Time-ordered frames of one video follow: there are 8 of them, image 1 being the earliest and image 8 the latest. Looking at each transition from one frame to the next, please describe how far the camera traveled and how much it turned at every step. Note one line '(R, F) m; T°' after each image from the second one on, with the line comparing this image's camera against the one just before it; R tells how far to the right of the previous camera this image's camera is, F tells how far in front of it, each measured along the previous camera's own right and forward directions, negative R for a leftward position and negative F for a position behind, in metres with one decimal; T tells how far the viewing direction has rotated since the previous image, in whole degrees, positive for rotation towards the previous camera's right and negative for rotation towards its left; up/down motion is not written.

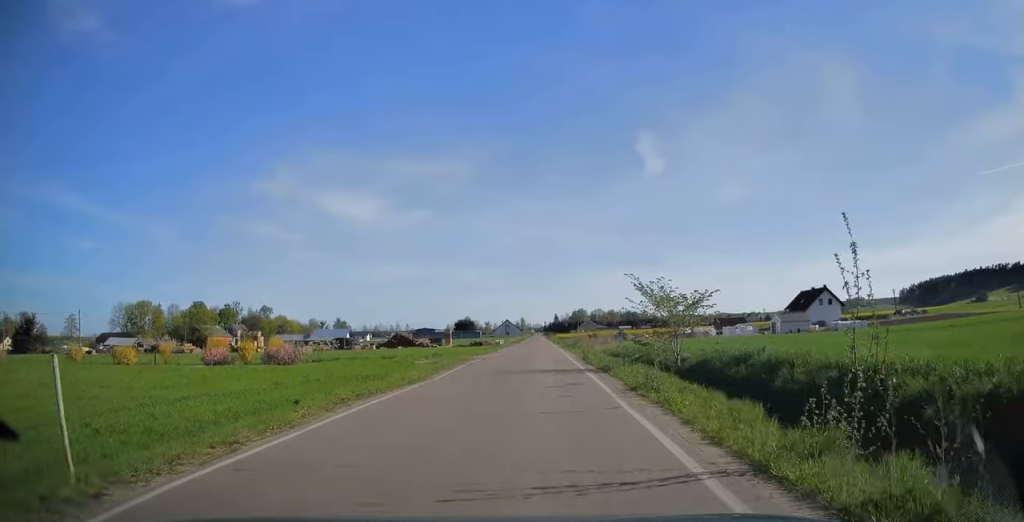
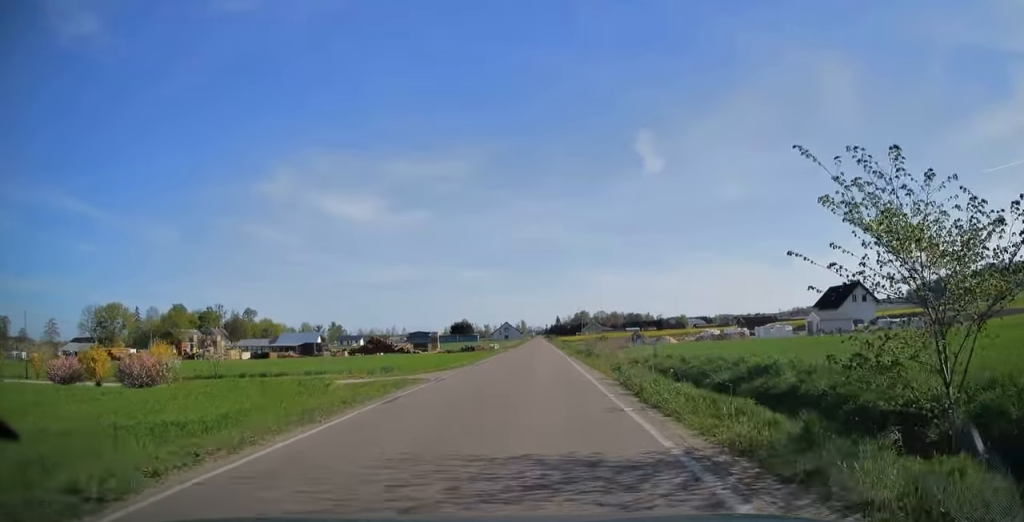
(0.0, +15.7) m; 0°
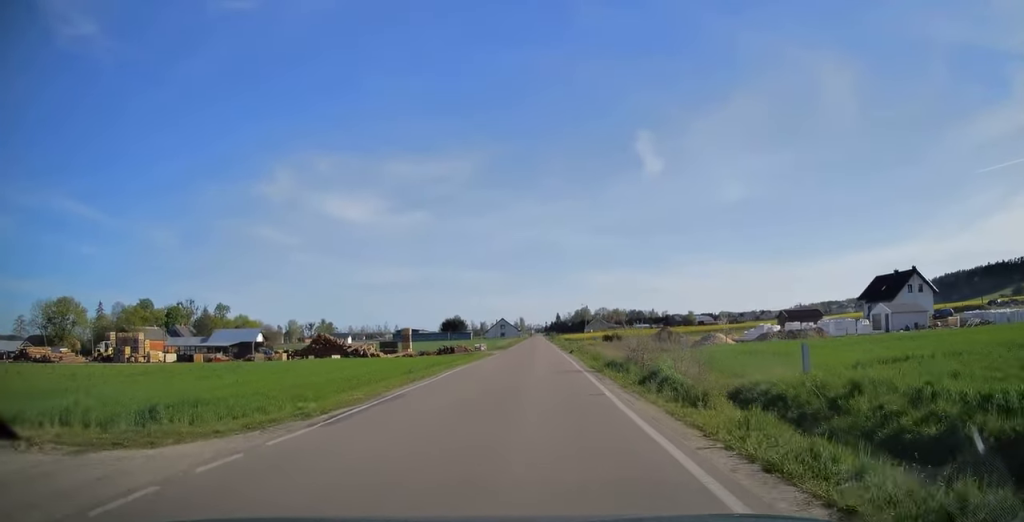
(+0.1, +21.4) m; 0°
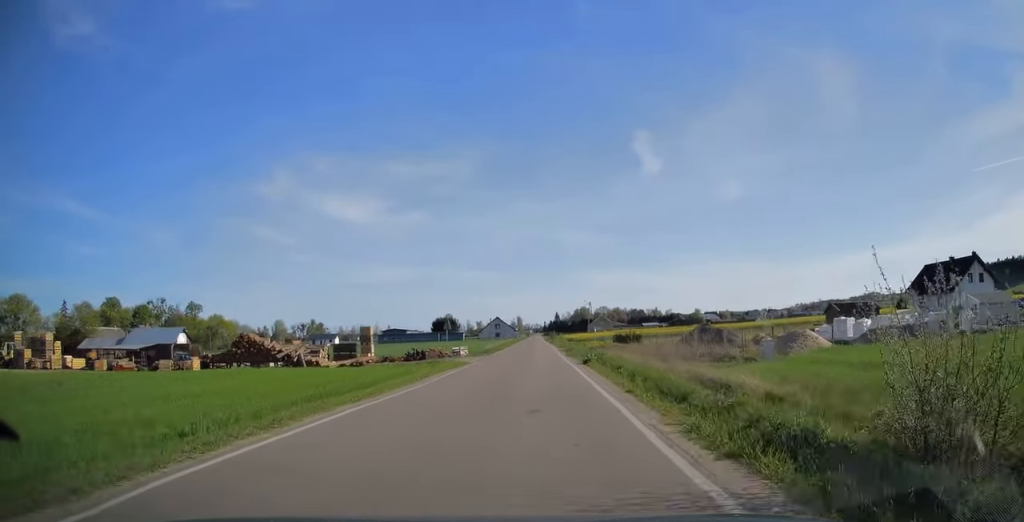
(0.0, +18.2) m; 0°
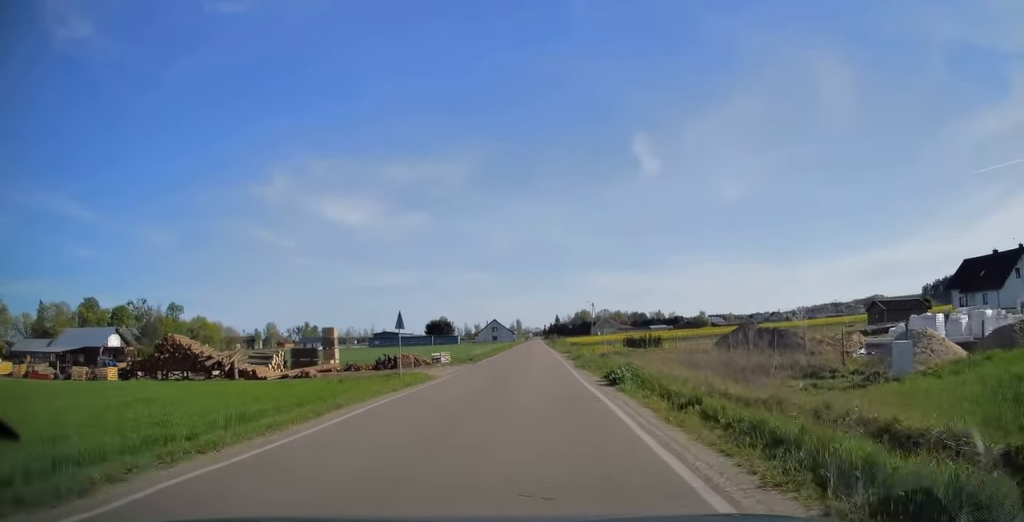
(0.0, +11.4) m; 0°
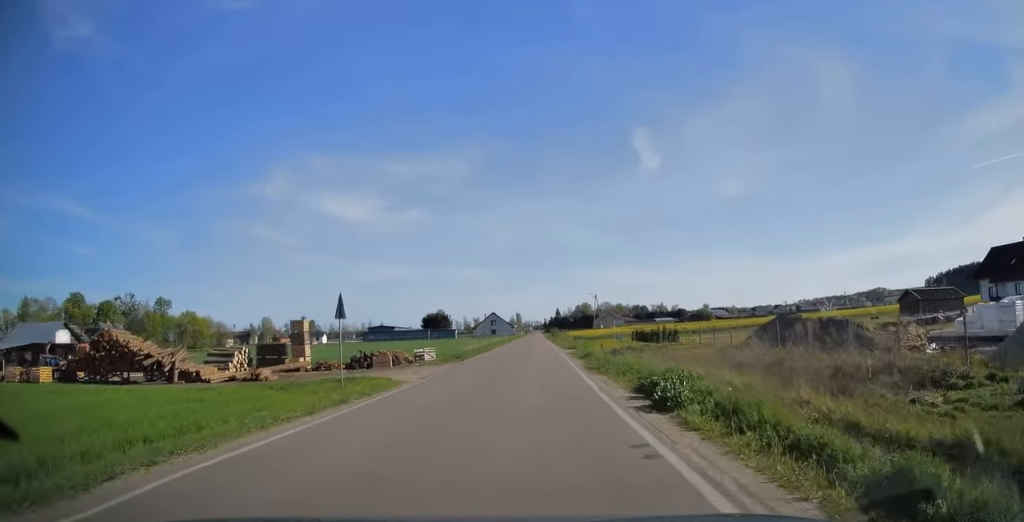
(0.0, +7.1) m; 0°
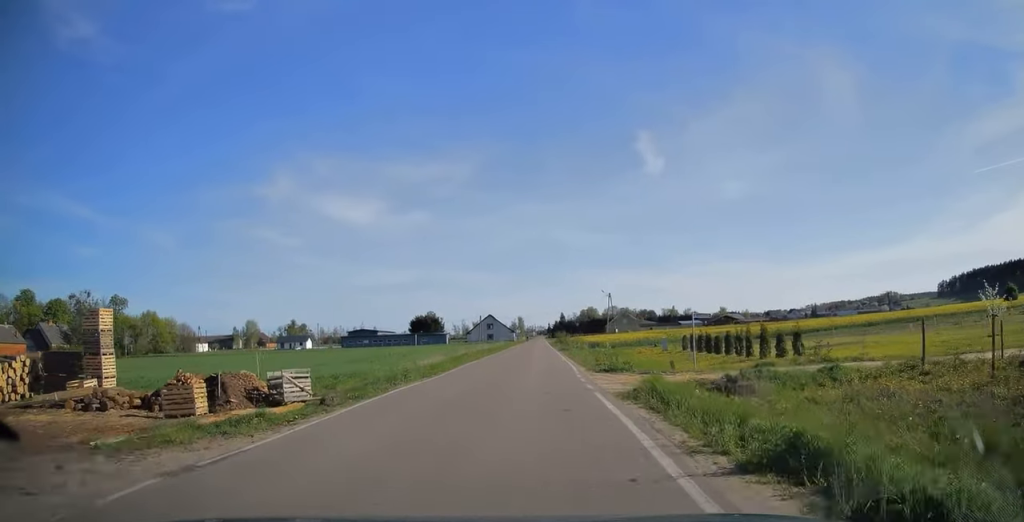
(-0.1, +24.2) m; 0°
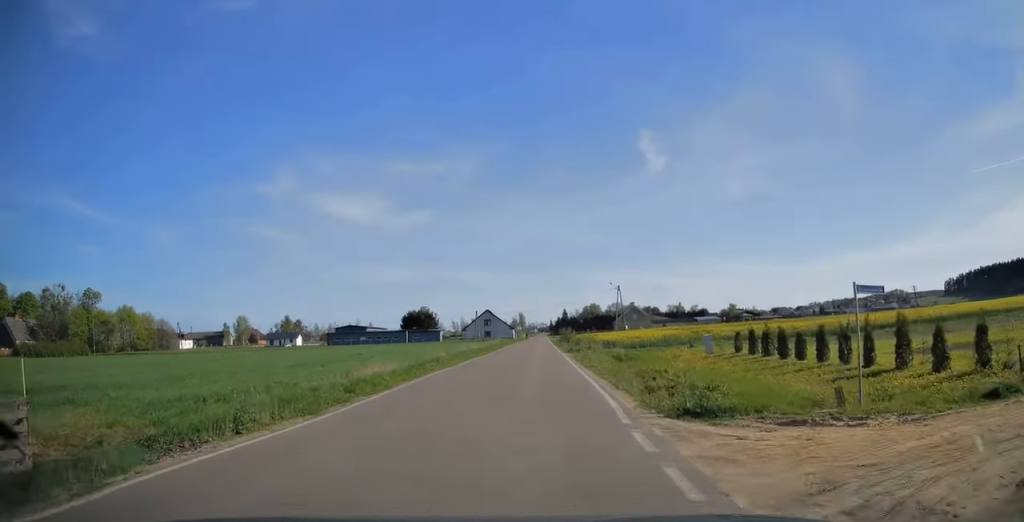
(0.0, +12.5) m; 0°
